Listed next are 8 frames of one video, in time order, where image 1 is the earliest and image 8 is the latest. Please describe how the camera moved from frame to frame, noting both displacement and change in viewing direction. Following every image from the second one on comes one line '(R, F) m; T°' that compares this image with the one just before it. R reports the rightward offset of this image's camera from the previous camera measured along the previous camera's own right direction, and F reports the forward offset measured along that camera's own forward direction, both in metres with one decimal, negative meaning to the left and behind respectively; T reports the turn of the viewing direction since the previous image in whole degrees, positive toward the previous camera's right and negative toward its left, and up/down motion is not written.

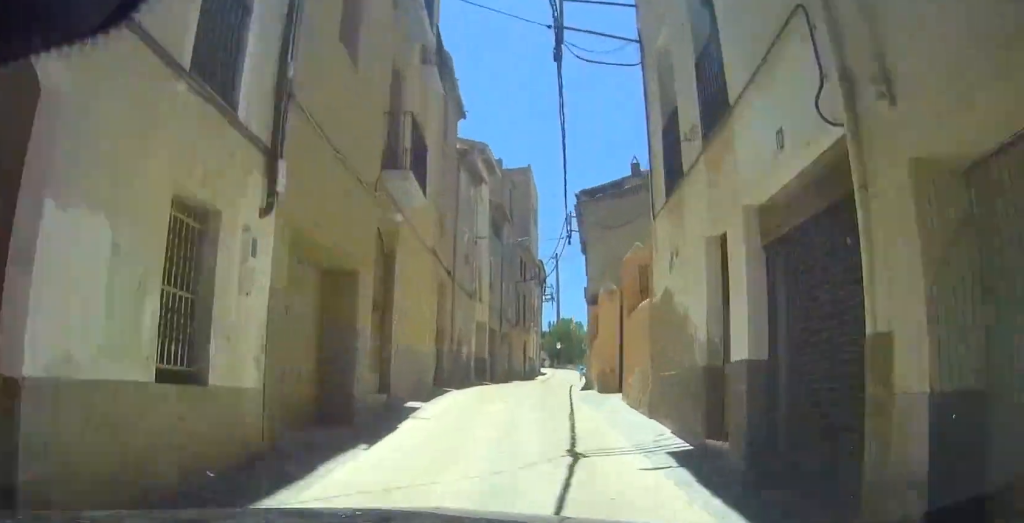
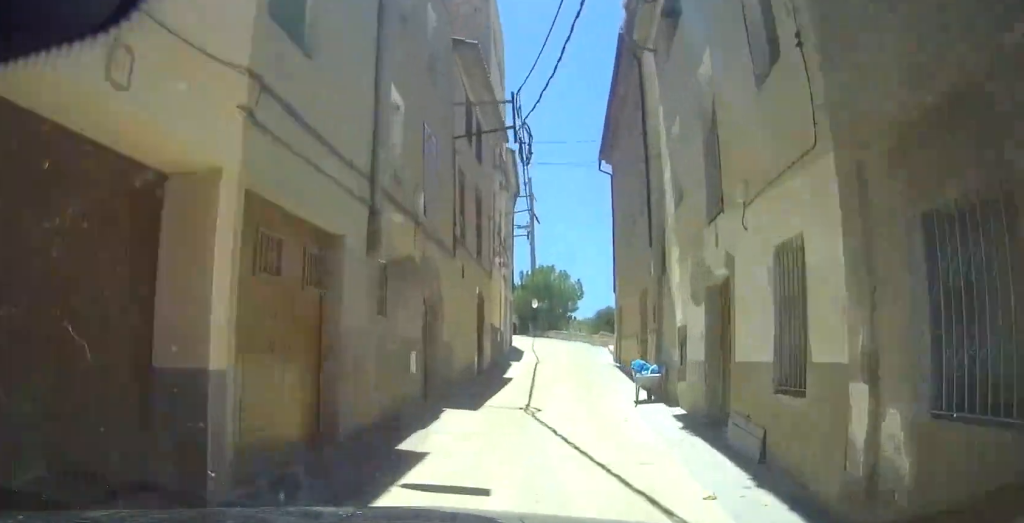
(0.0, +22.9) m; 0°
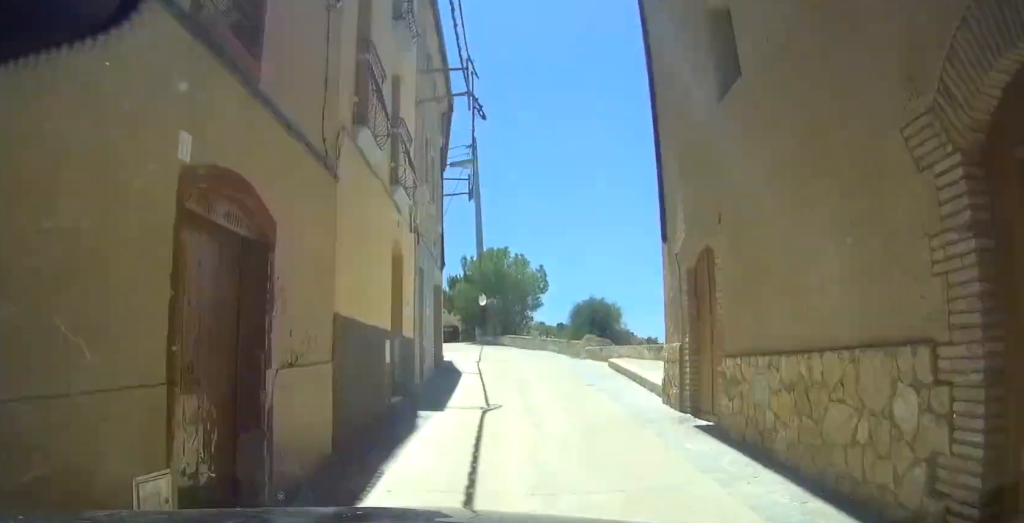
(+0.5, +13.8) m; -16°
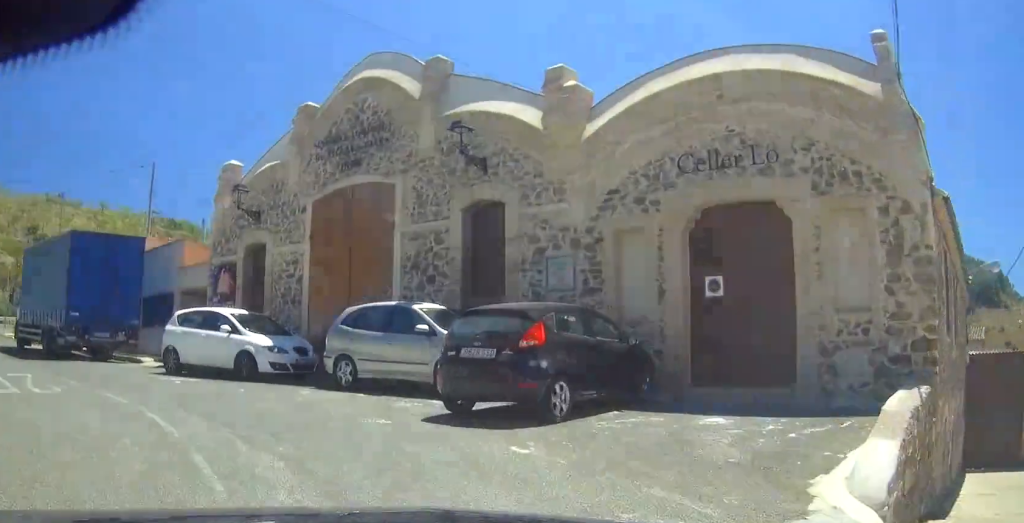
(-19.5, +32.3) m; -45°
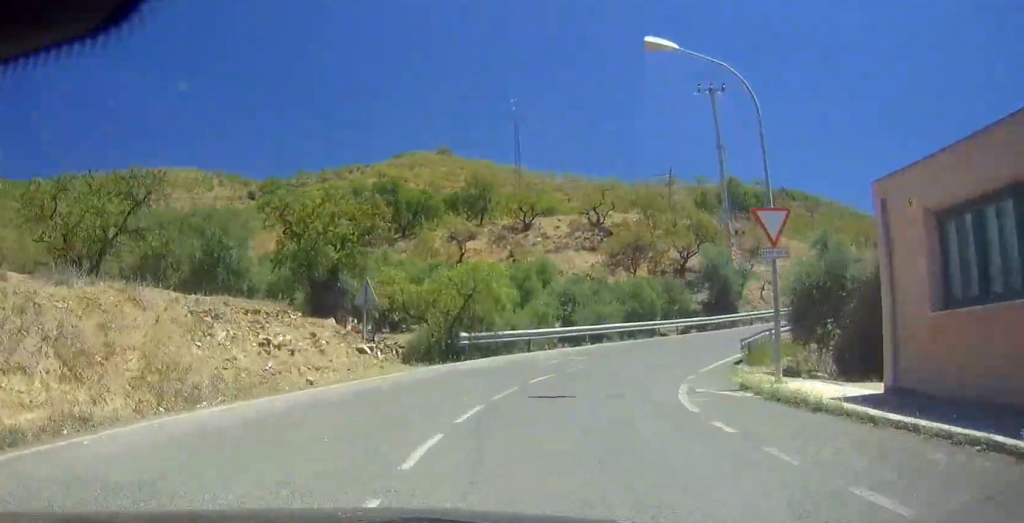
(+1.2, +37.7) m; +21°
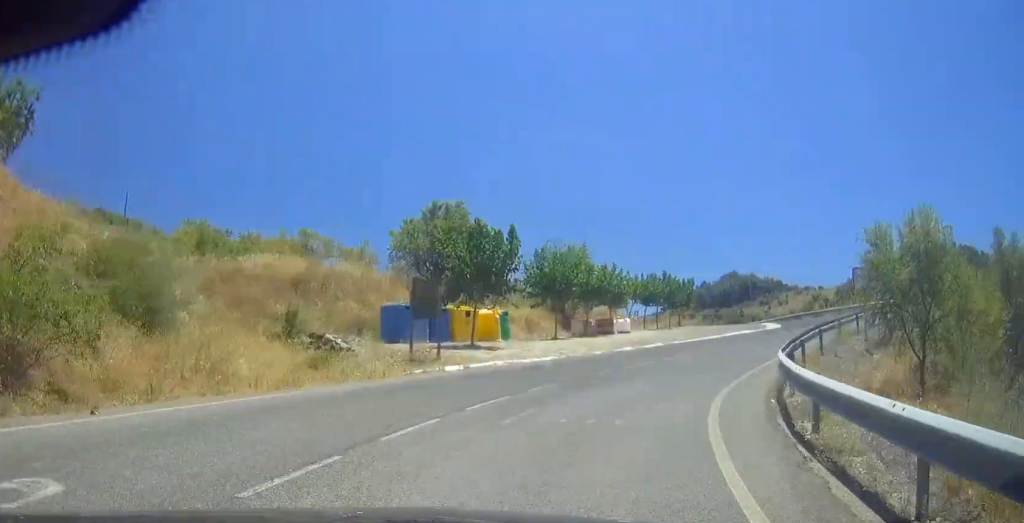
(+8.8, +32.4) m; +16°
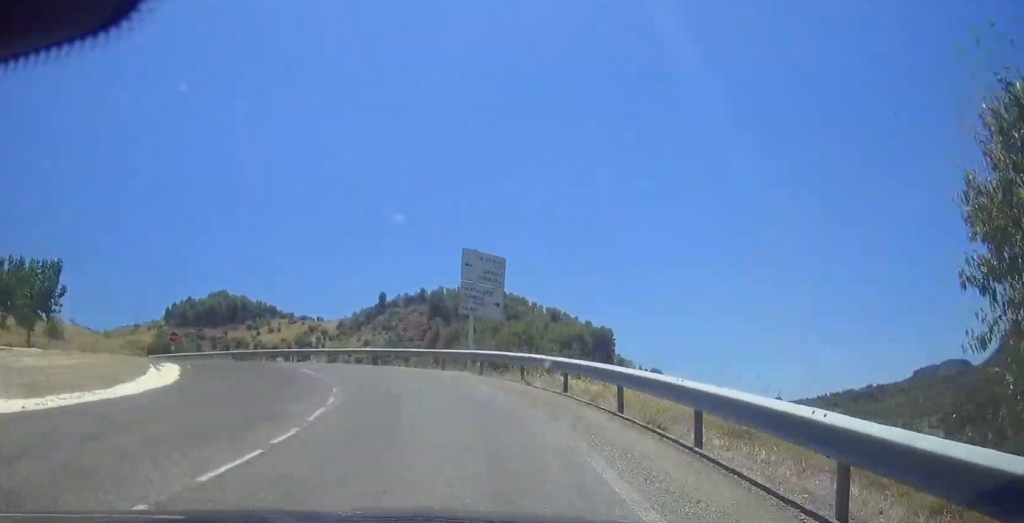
(-0.4, +32.0) m; -3°
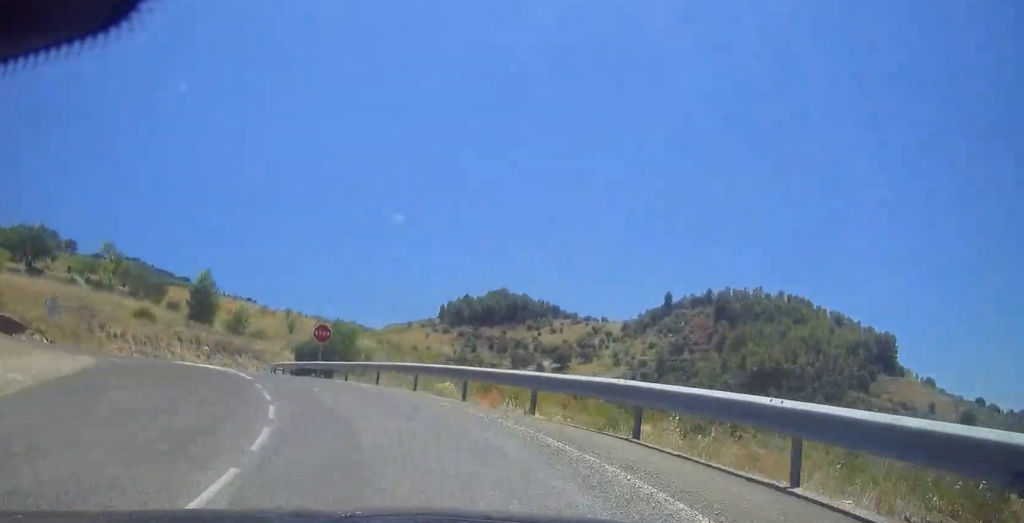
(-0.7, +21.5) m; -2°
